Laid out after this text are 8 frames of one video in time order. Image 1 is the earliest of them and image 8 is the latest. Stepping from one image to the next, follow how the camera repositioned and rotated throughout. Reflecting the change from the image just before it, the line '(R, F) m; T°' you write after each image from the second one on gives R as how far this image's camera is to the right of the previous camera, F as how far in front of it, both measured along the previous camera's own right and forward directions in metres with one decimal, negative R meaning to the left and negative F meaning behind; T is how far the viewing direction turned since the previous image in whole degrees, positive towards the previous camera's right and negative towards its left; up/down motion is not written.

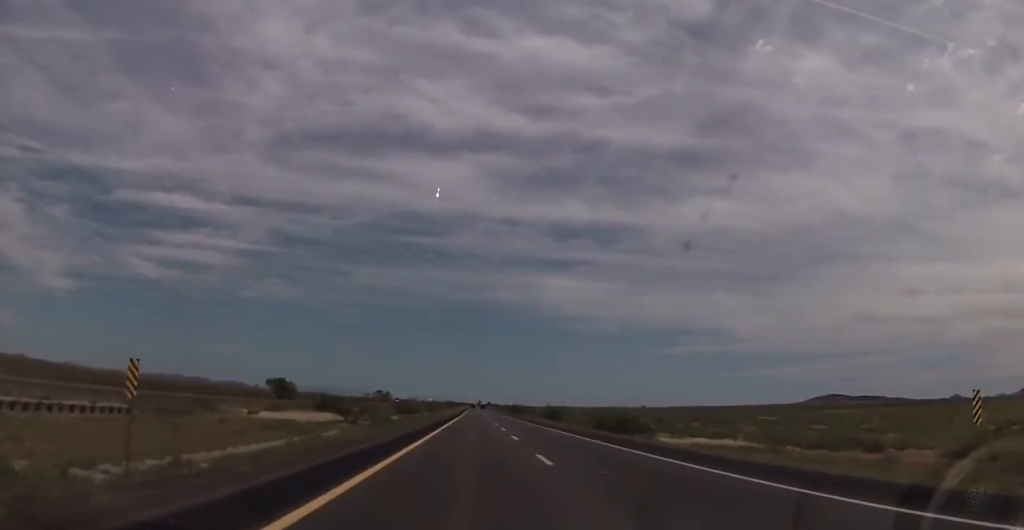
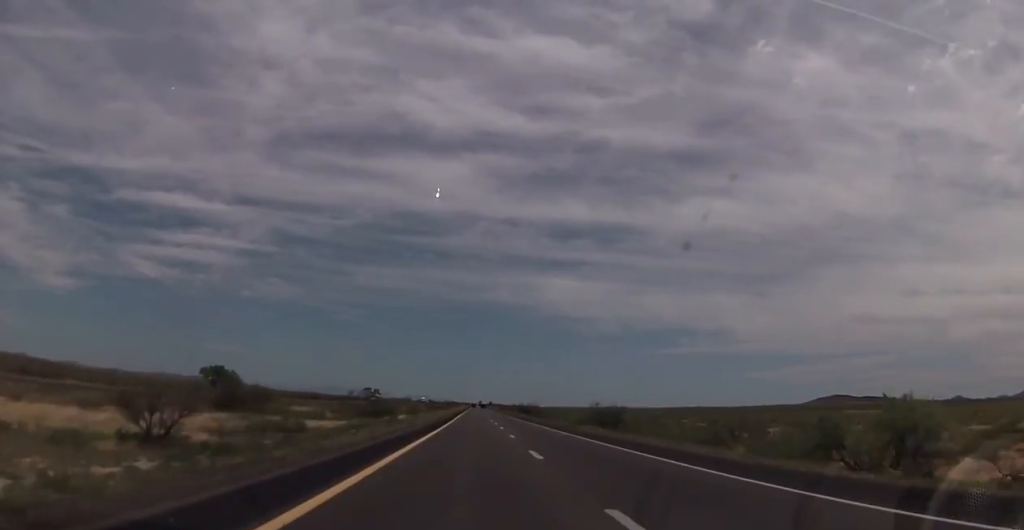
(+0.2, +51.3) m; +1°
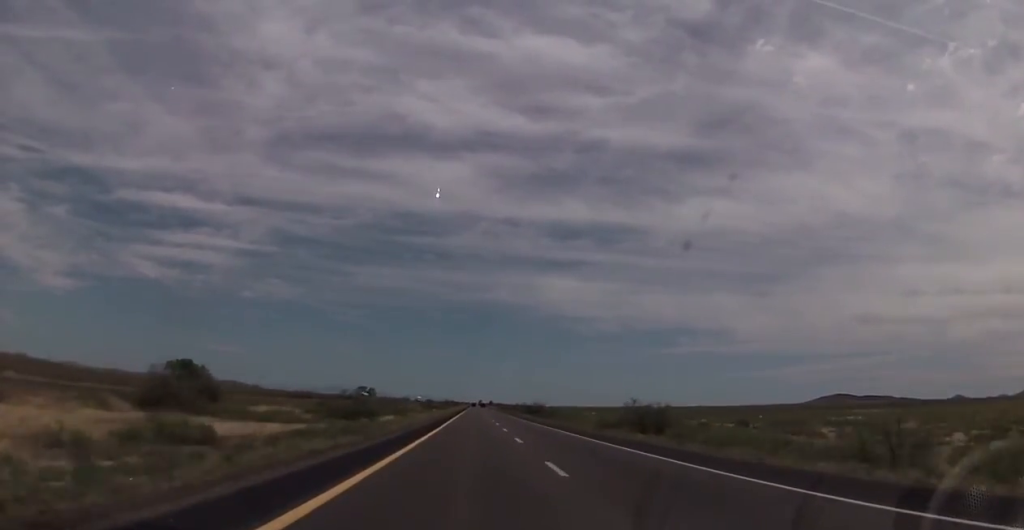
(0.0, +19.2) m; 0°
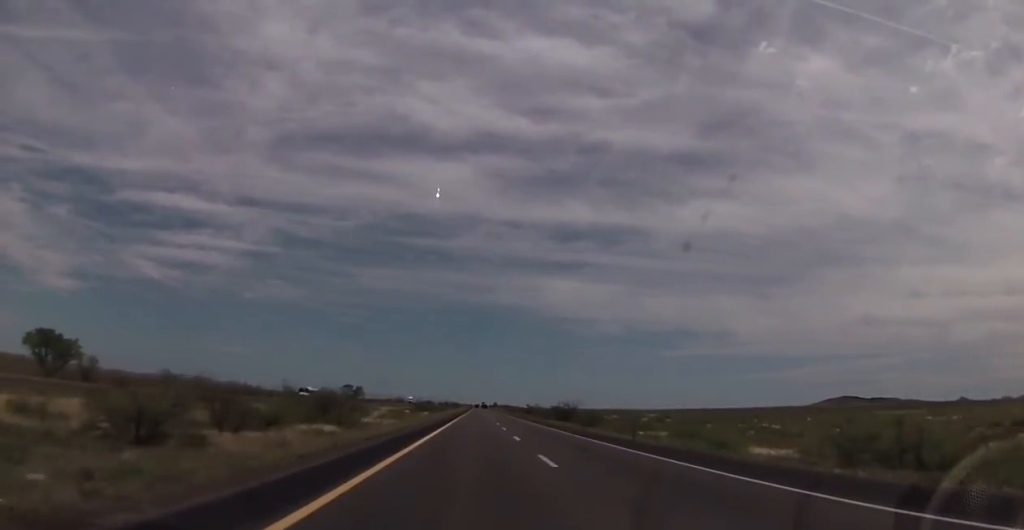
(-0.3, +55.0) m; 0°
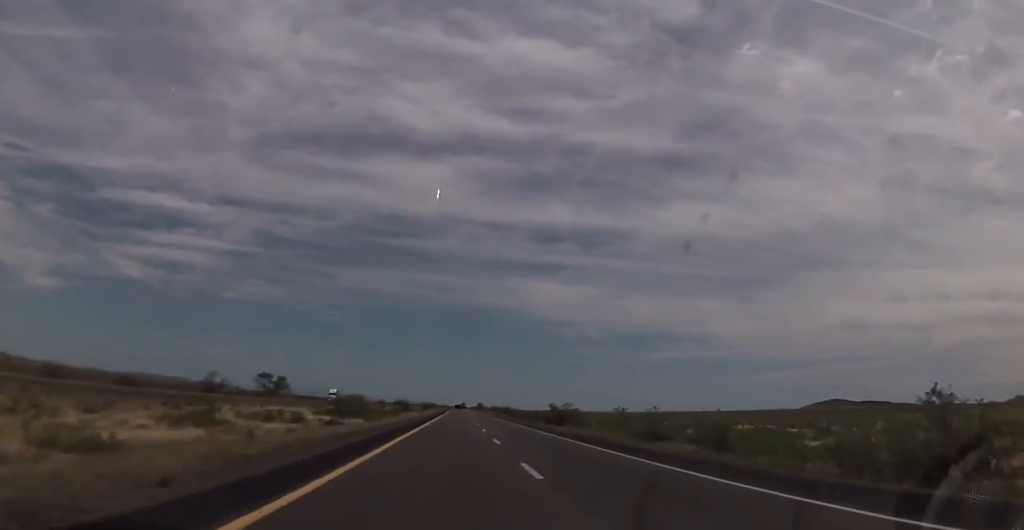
(+0.8, +114.0) m; +1°
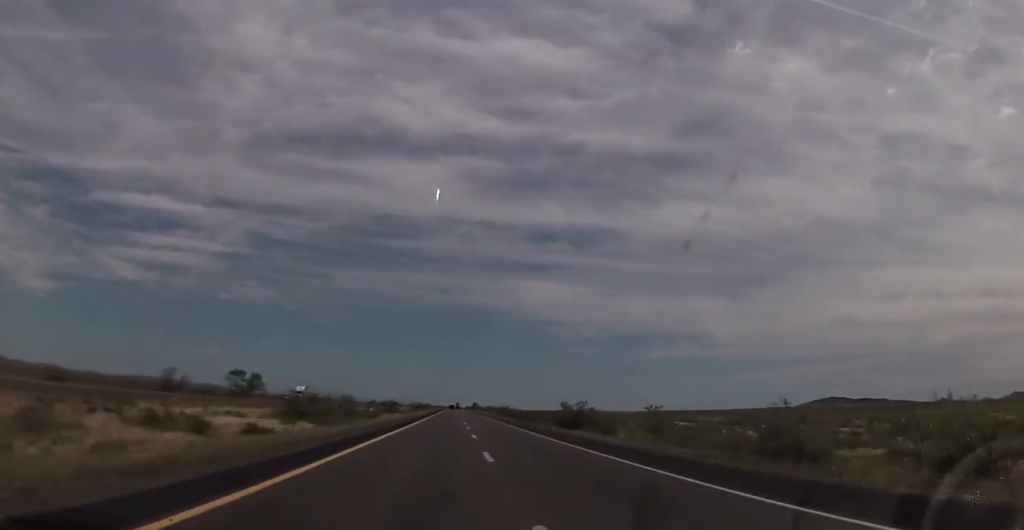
(+0.1, +21.7) m; 0°
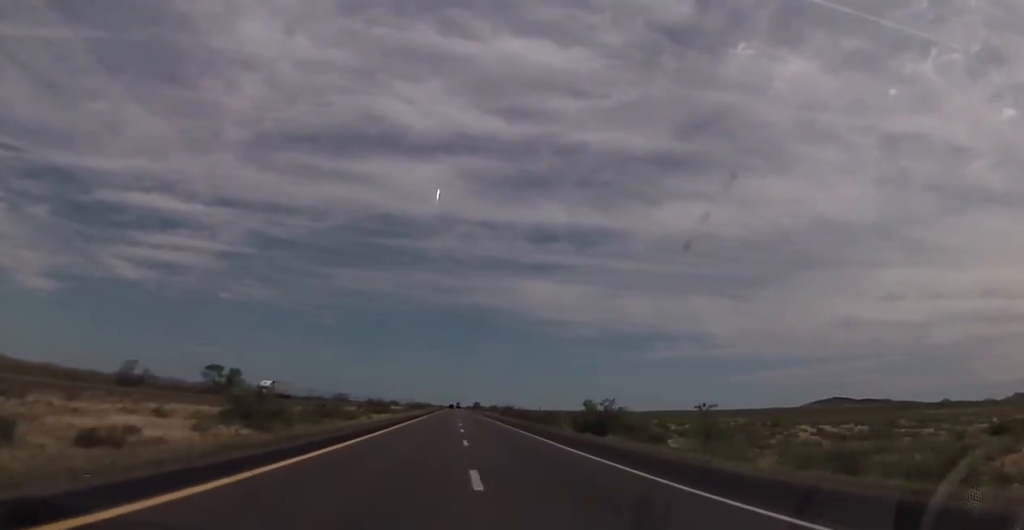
(0.0, +19.1) m; 0°
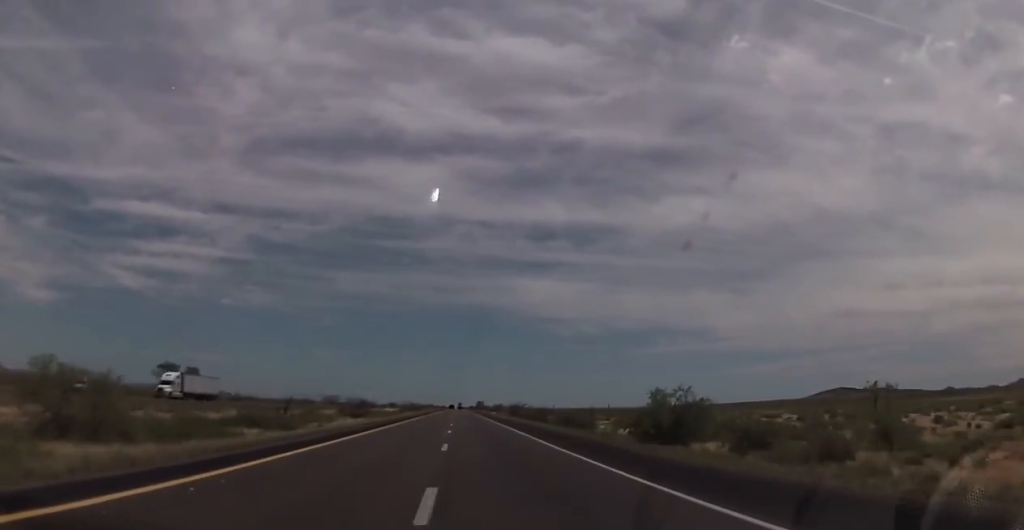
(0.0, +29.2) m; 0°
